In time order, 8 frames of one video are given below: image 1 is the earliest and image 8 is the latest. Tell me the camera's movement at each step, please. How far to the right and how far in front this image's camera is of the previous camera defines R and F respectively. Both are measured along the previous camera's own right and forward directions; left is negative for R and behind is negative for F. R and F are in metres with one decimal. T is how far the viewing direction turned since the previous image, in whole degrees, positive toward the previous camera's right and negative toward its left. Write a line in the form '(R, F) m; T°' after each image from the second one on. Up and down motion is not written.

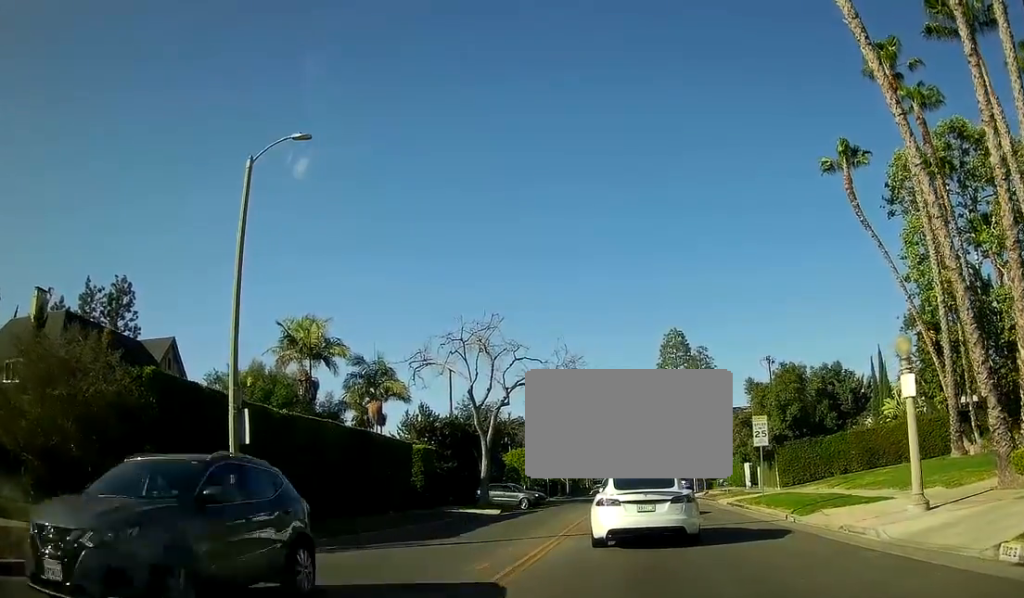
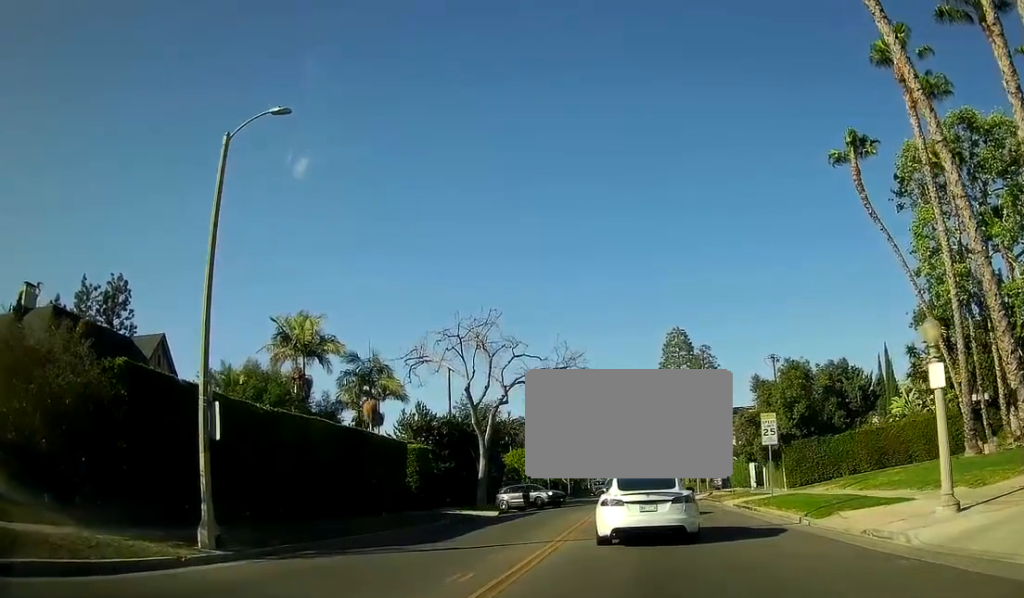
(0.0, +1.4) m; -1°
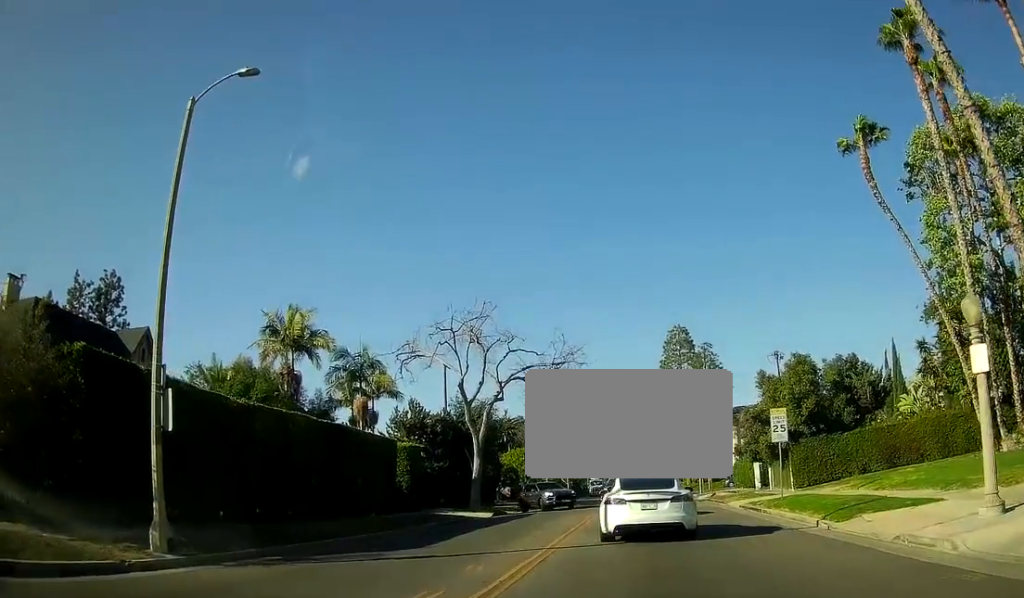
(0.0, +1.9) m; 0°
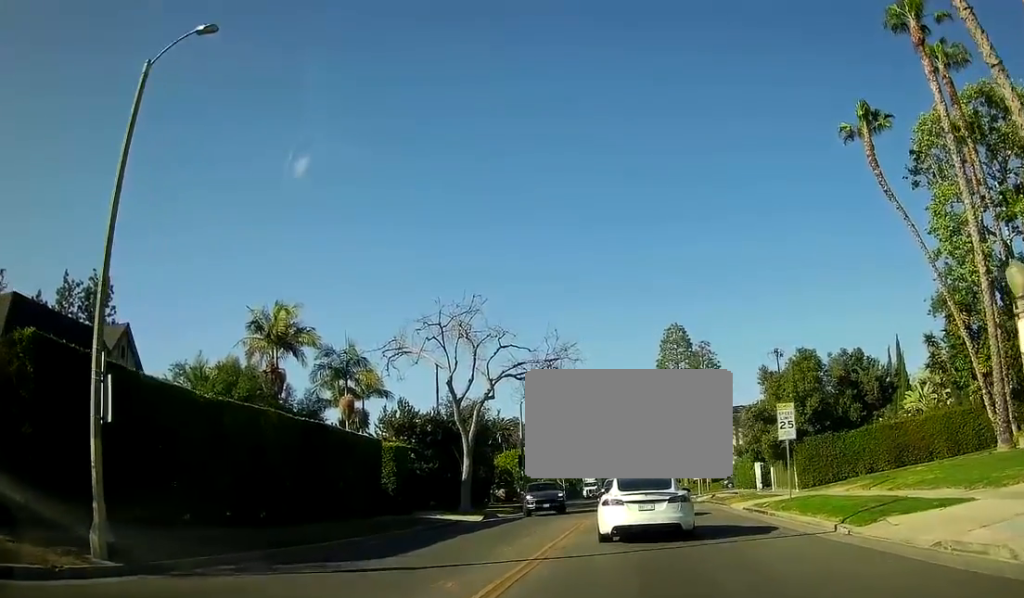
(0.0, +1.8) m; 0°
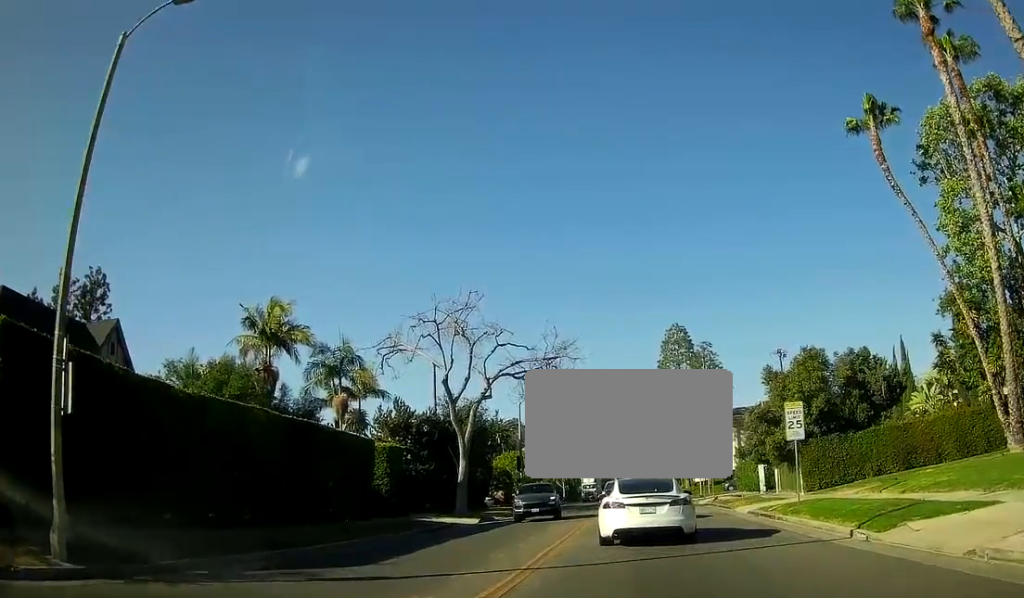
(0.0, +1.0) m; 0°
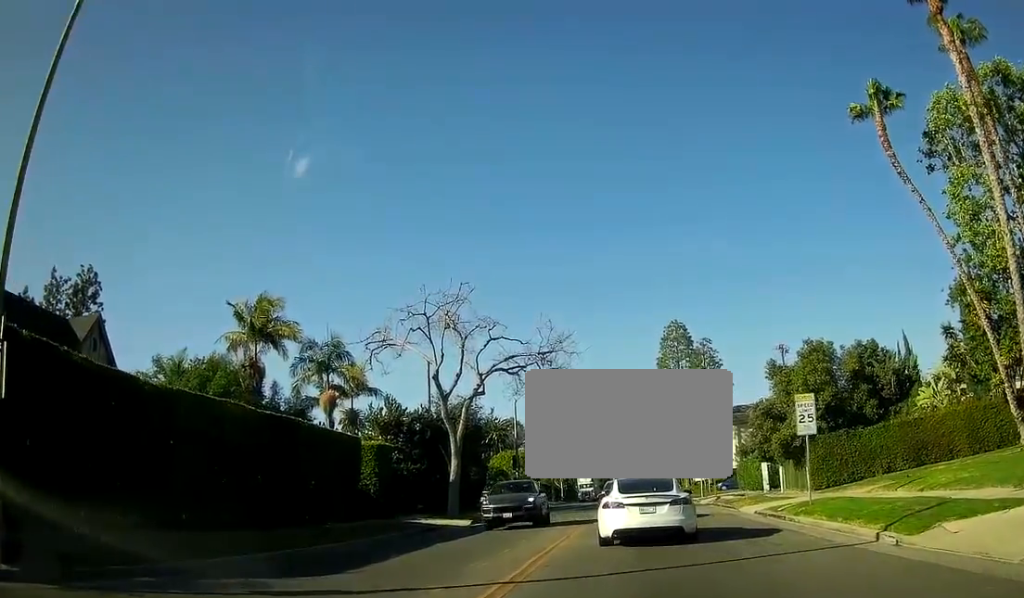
(0.0, +1.7) m; 0°
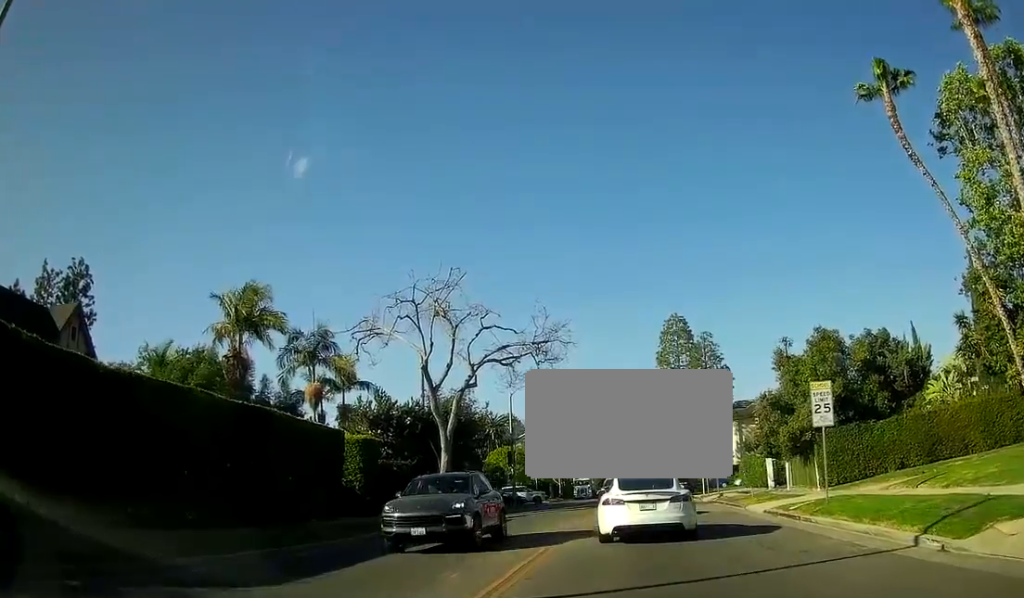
(0.0, +2.1) m; 0°
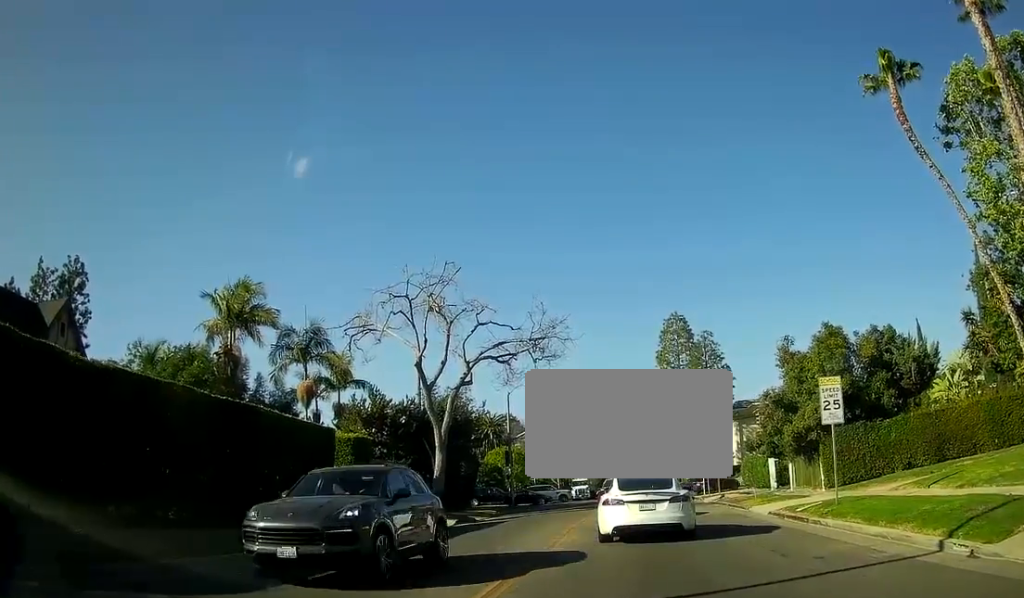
(0.0, +1.1) m; 0°
